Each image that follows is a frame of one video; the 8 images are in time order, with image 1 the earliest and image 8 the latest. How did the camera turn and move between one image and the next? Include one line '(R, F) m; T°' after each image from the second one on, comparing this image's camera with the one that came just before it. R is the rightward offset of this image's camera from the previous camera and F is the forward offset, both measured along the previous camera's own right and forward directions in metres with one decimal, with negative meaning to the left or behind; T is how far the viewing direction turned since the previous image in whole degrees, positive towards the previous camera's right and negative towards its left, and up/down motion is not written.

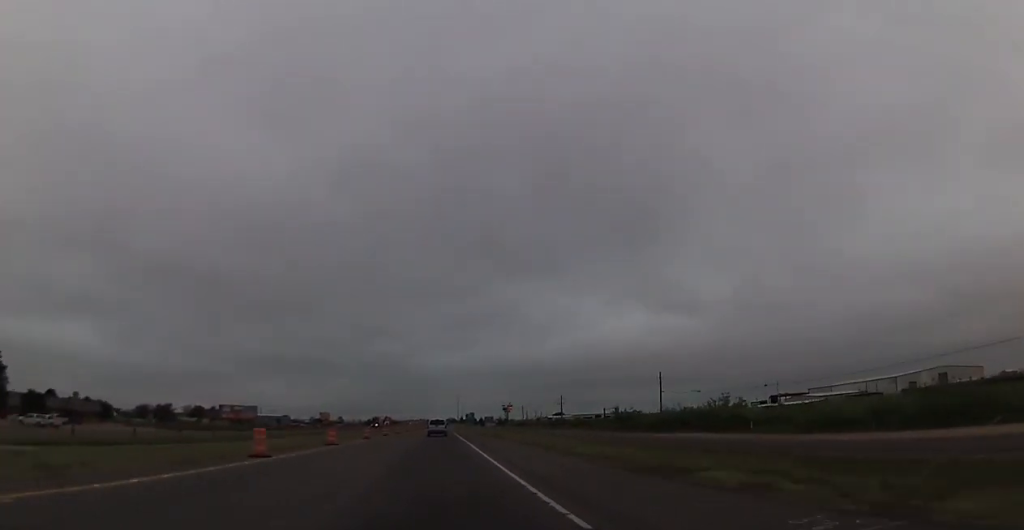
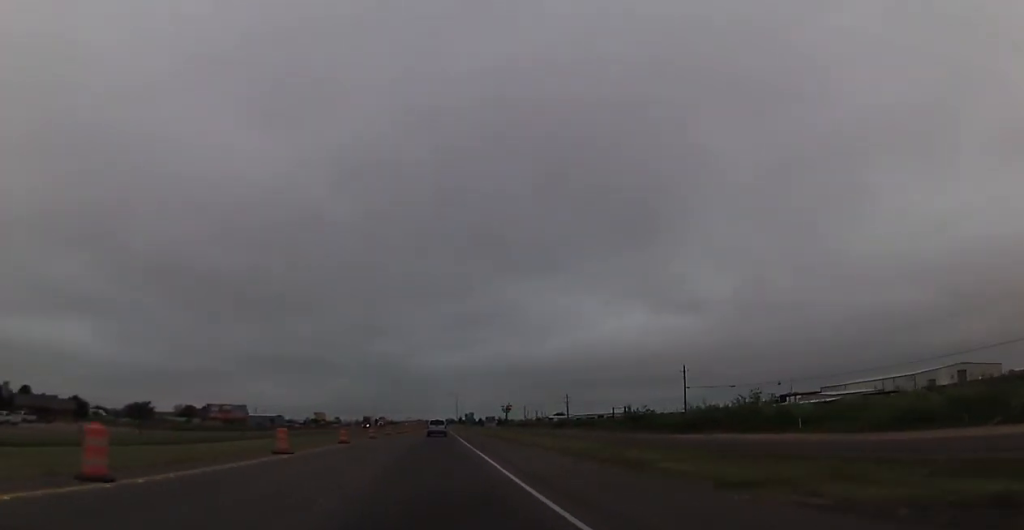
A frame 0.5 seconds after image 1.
(+0.2, +11.4) m; 0°
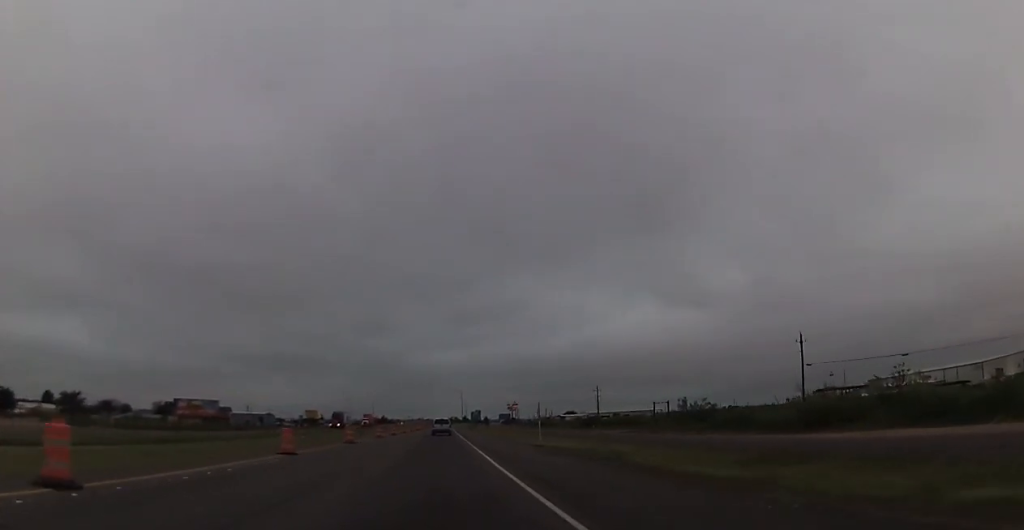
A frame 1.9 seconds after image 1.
(+0.3, +31.9) m; +1°
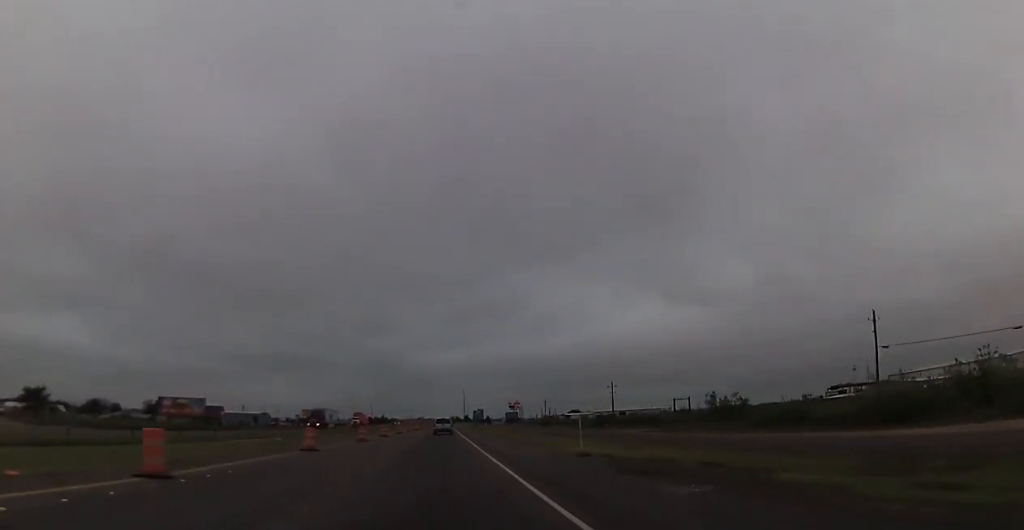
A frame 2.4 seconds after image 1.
(0.0, +12.2) m; 0°
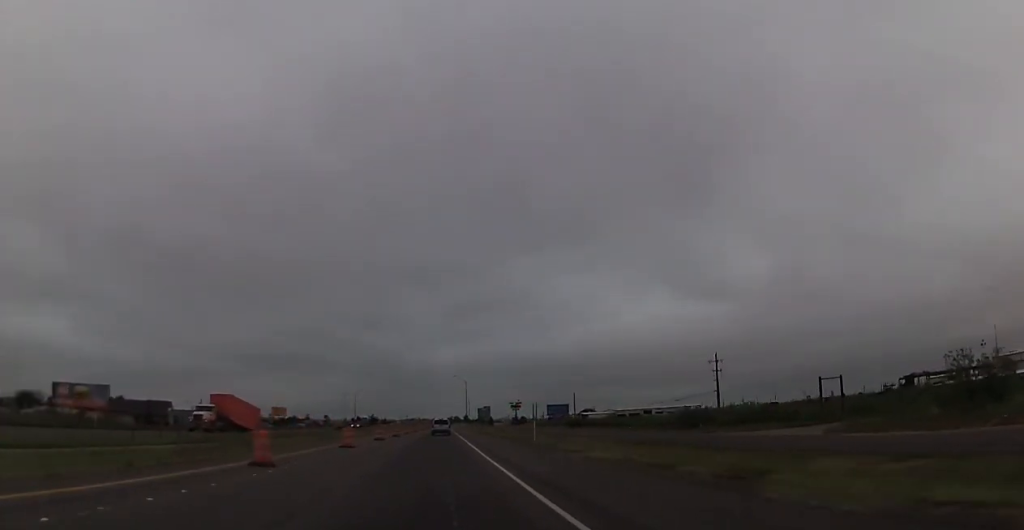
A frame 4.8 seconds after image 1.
(+0.1, +54.7) m; -1°
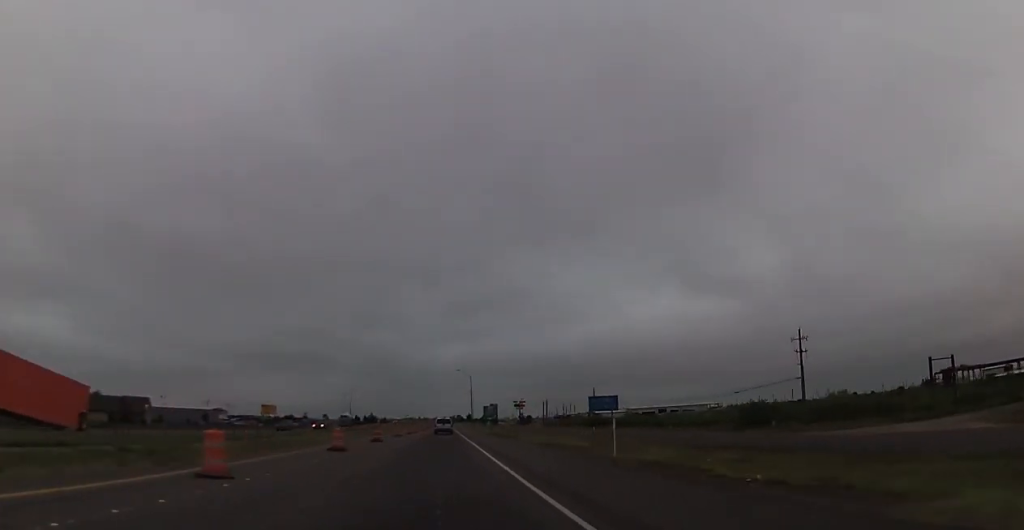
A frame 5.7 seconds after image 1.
(-0.4, +20.5) m; 0°
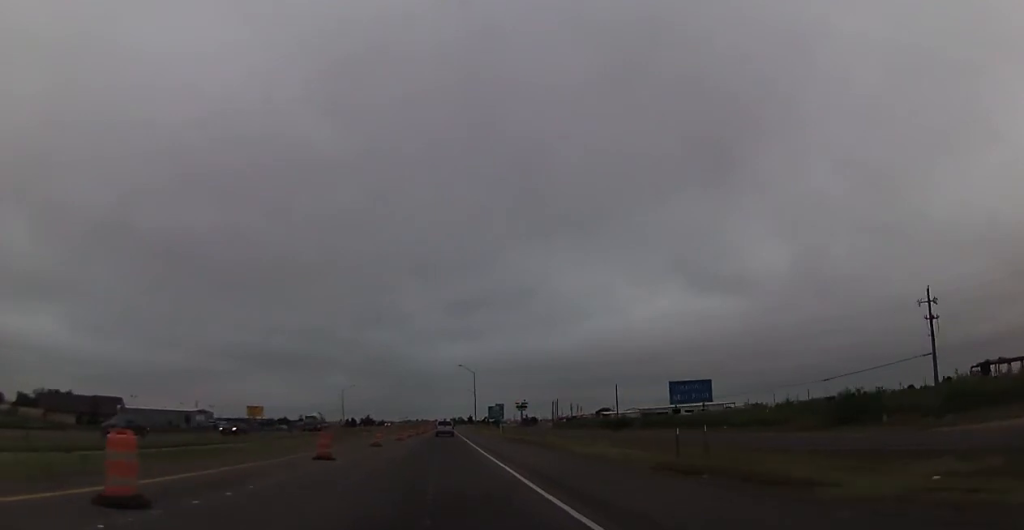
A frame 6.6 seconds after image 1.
(+0.1, +19.7) m; +1°
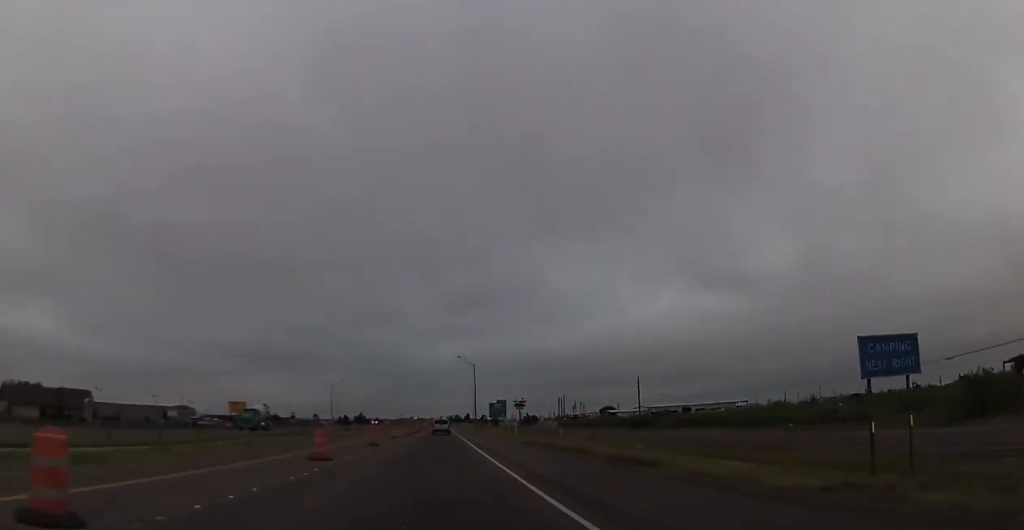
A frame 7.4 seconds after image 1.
(+0.2, +17.5) m; +1°
